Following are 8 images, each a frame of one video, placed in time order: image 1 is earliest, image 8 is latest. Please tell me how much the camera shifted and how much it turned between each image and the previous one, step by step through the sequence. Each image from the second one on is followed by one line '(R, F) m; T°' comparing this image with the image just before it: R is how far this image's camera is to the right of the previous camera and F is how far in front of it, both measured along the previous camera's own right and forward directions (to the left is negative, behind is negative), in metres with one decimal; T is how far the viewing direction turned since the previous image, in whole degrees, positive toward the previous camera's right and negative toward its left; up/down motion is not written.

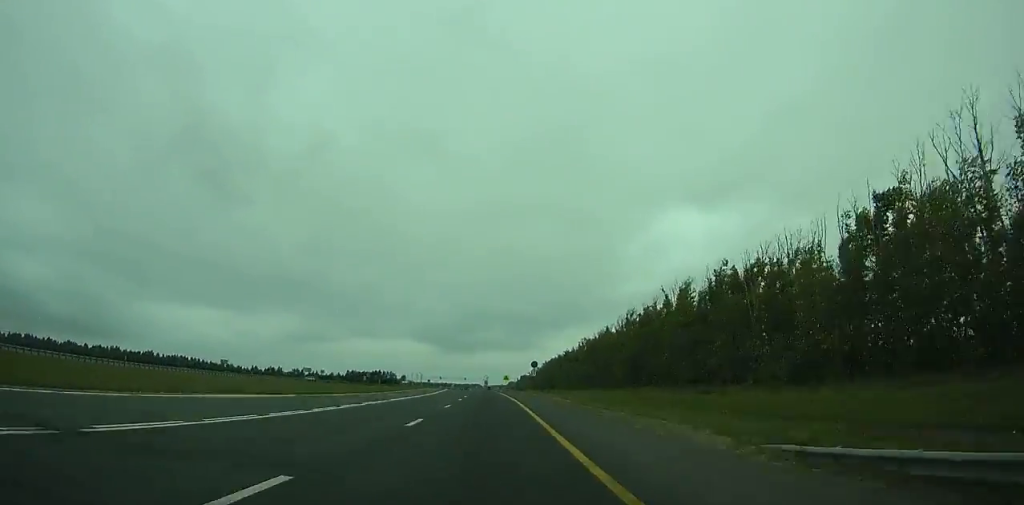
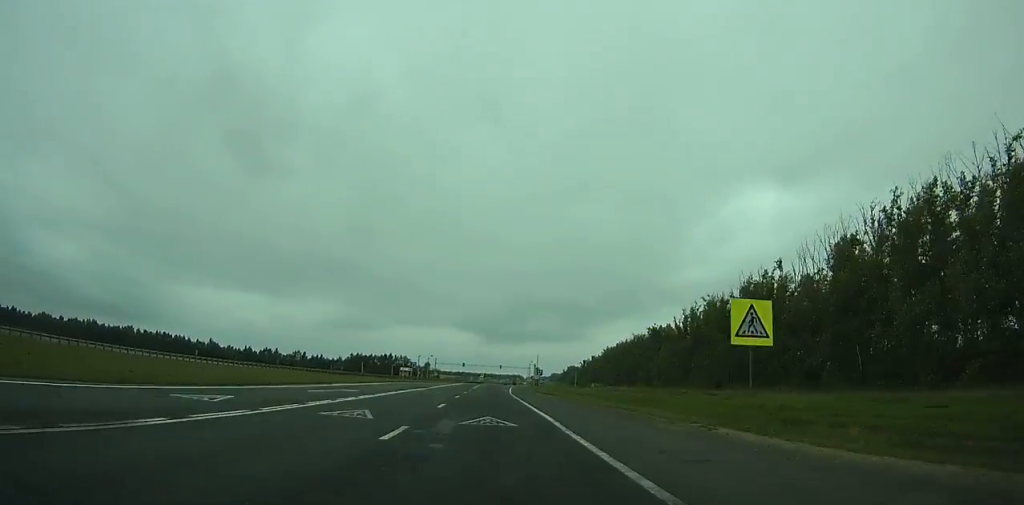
(-3.4, +119.1) m; -3°
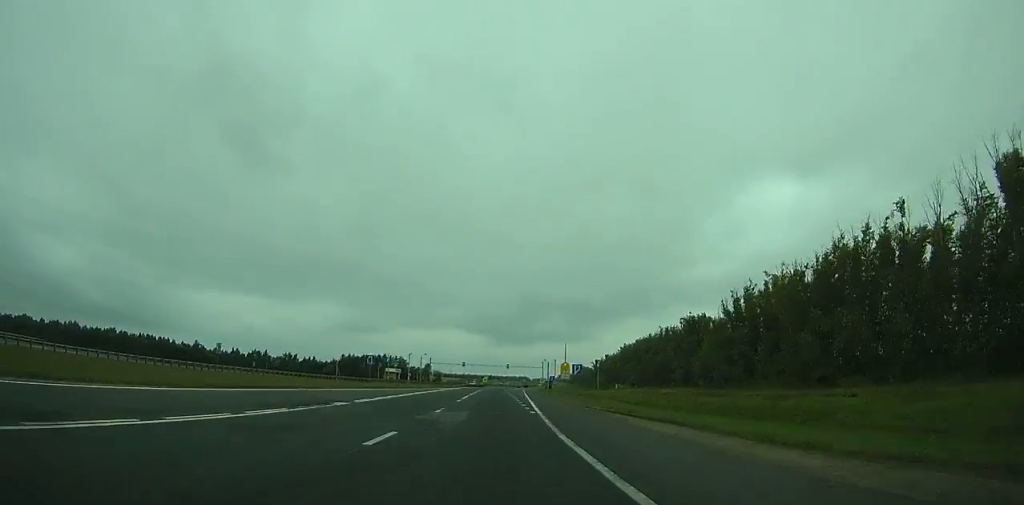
(-0.3, +39.7) m; -1°
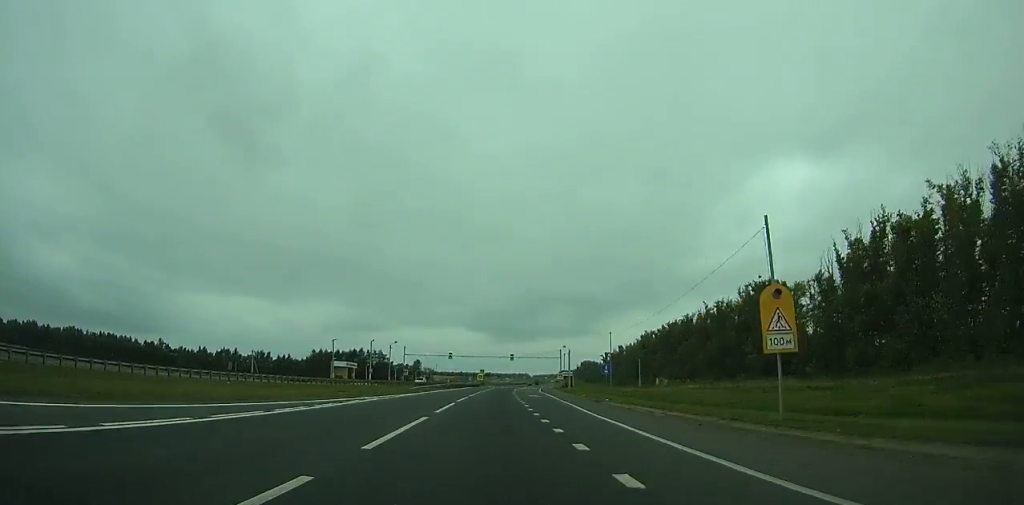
(-0.6, +59.1) m; 0°
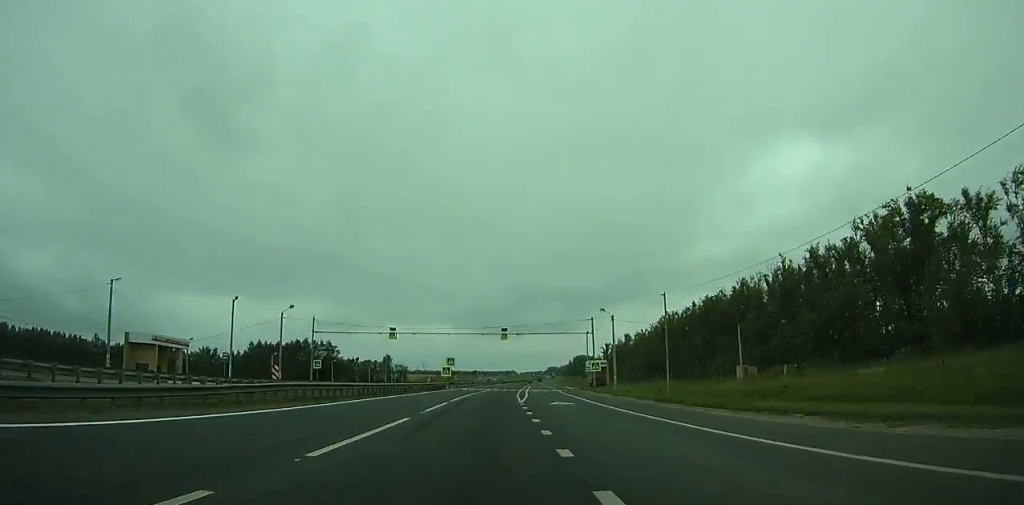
(+0.3, +64.8) m; +1°
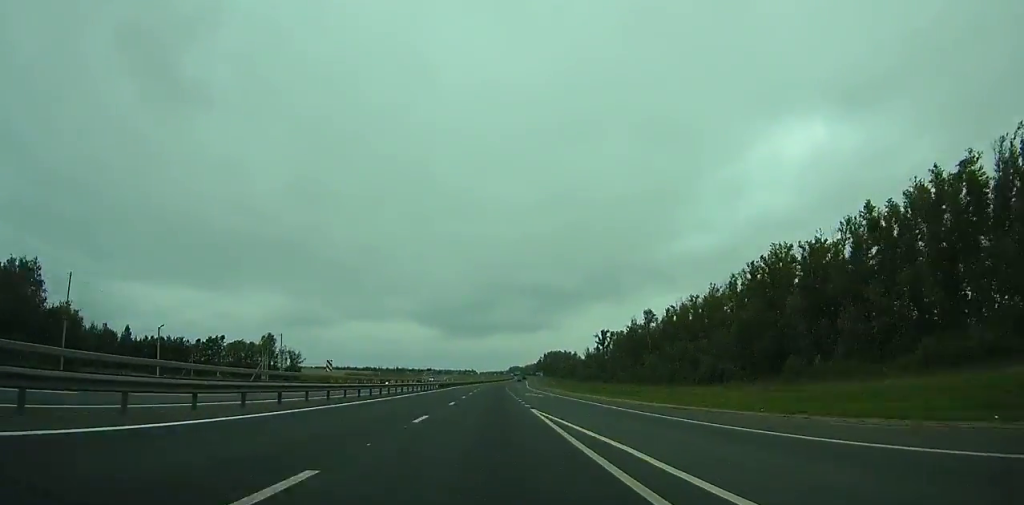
(+3.6, +120.0) m; +3°
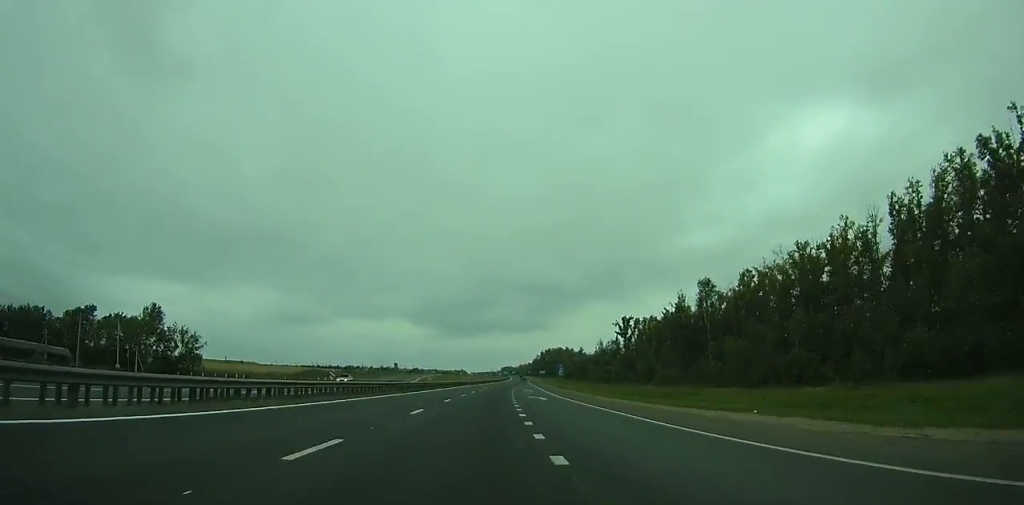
(+0.7, +60.9) m; +1°
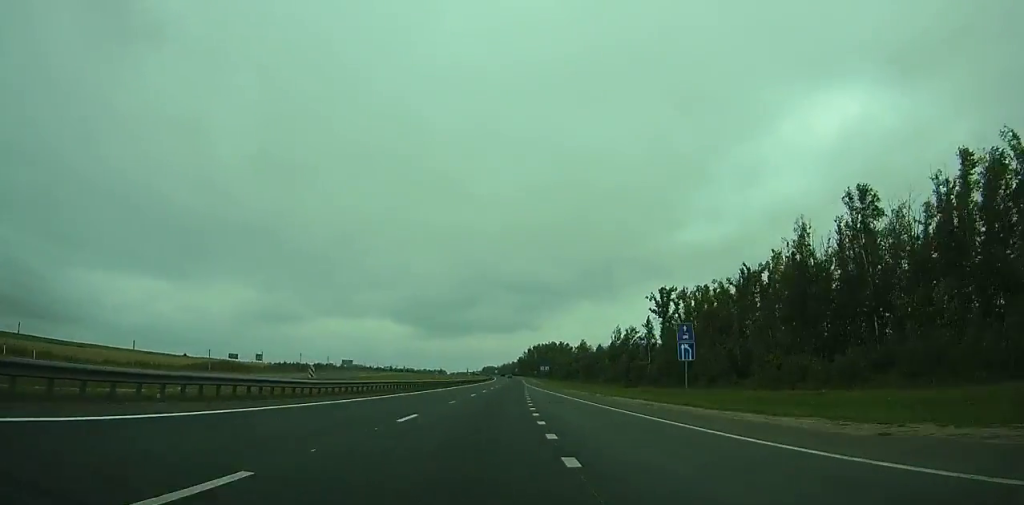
(+0.6, +72.3) m; +2°
